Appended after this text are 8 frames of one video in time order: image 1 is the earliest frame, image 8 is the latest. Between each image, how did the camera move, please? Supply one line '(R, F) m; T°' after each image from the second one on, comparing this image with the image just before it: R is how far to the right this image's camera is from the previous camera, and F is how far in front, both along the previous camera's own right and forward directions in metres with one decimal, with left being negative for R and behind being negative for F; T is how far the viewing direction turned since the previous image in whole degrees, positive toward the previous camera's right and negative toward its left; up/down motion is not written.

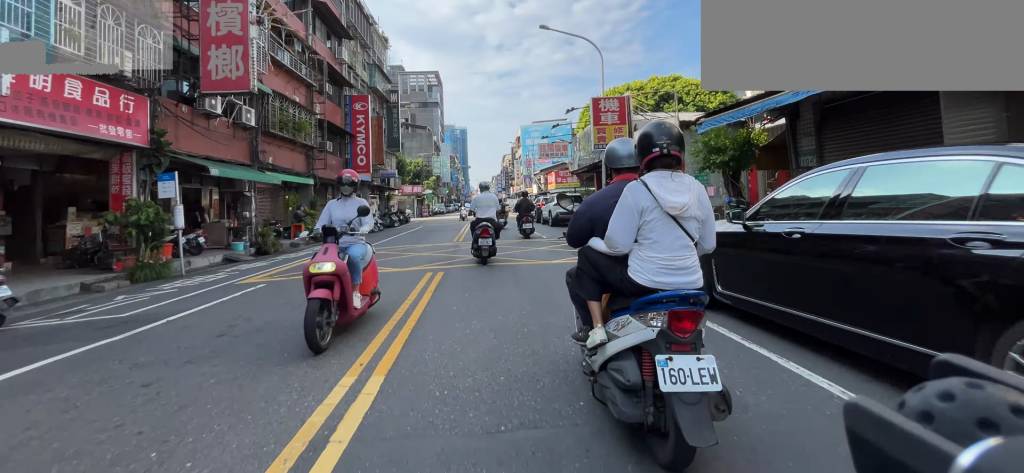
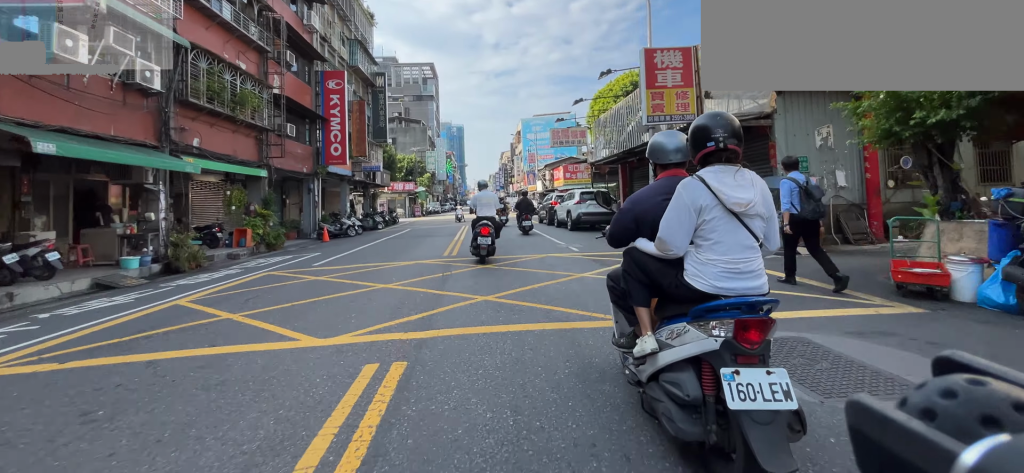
(0.0, +5.2) m; 0°
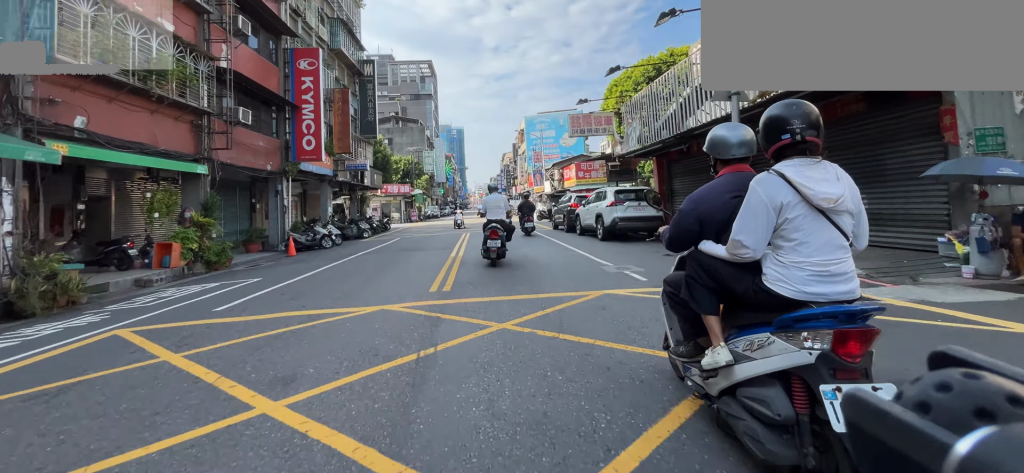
(0.0, +4.2) m; 0°
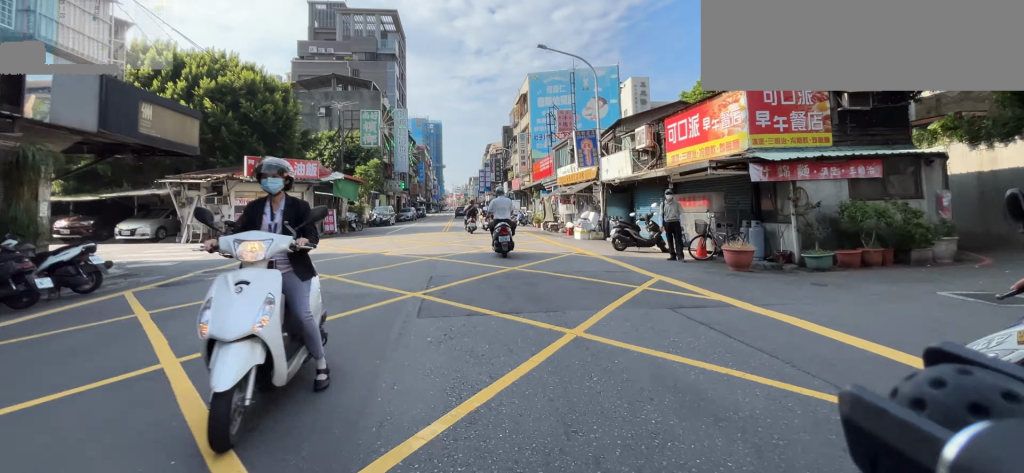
(0.0, +21.4) m; 0°
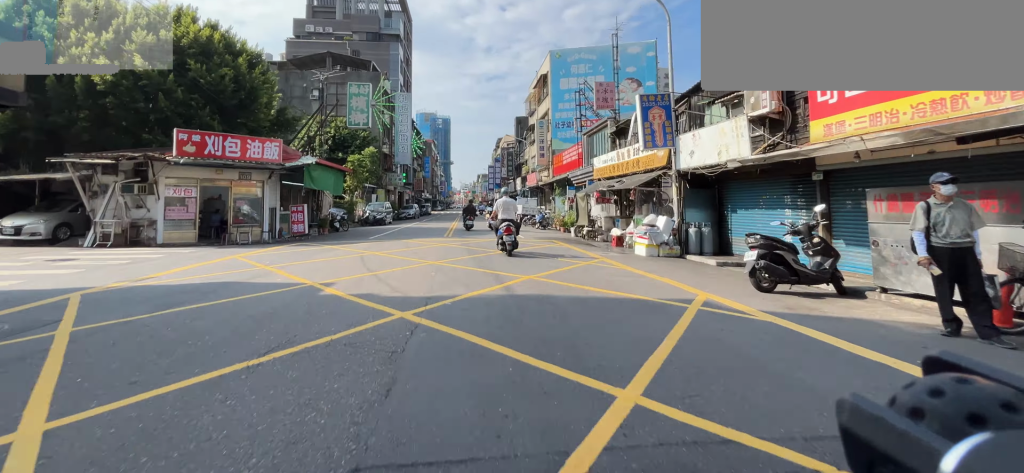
(0.0, +5.5) m; 0°
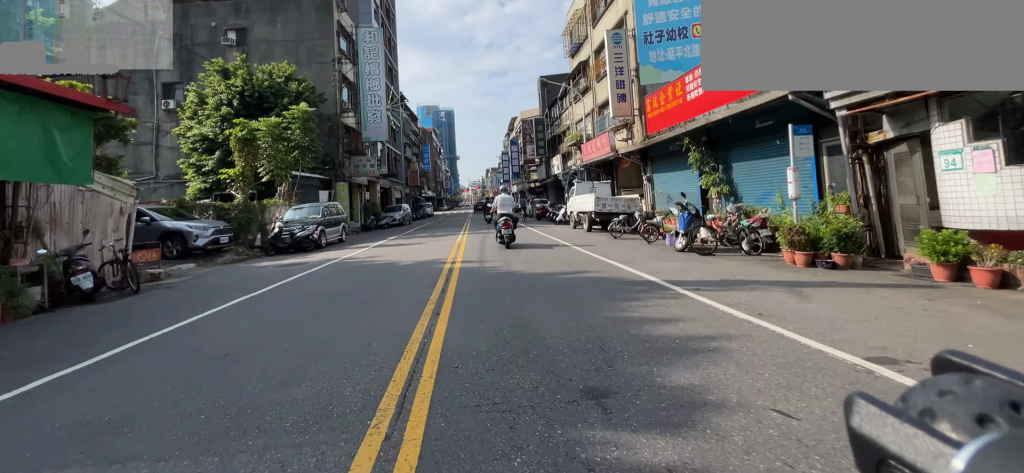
(+0.3, +16.7) m; +3°
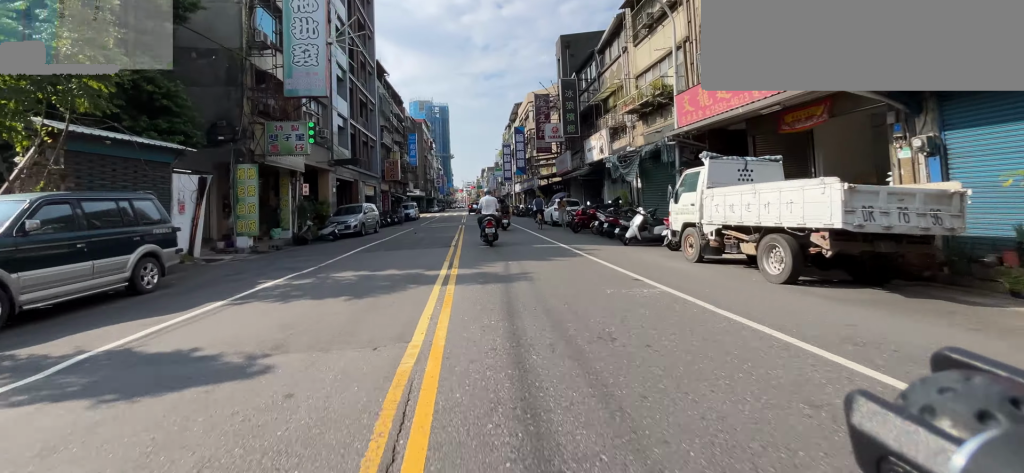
(+0.3, +11.7) m; +1°
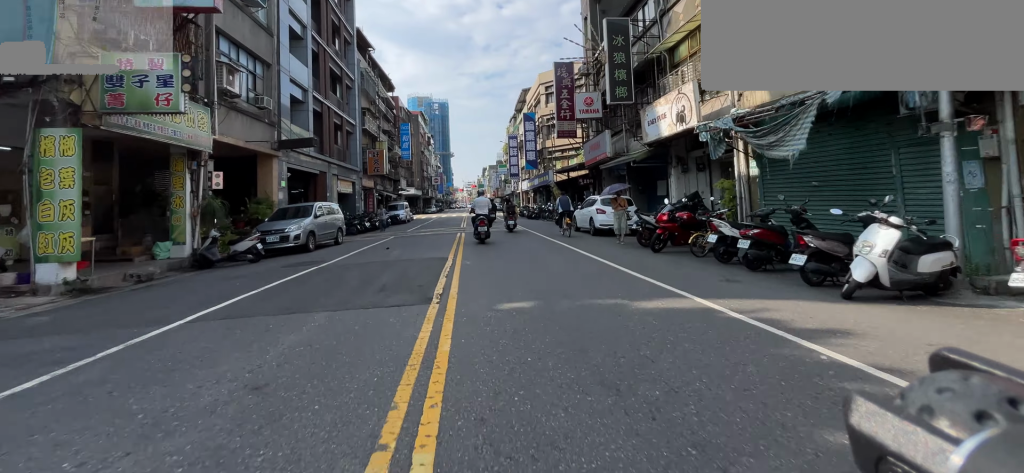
(+0.1, +7.8) m; 0°
